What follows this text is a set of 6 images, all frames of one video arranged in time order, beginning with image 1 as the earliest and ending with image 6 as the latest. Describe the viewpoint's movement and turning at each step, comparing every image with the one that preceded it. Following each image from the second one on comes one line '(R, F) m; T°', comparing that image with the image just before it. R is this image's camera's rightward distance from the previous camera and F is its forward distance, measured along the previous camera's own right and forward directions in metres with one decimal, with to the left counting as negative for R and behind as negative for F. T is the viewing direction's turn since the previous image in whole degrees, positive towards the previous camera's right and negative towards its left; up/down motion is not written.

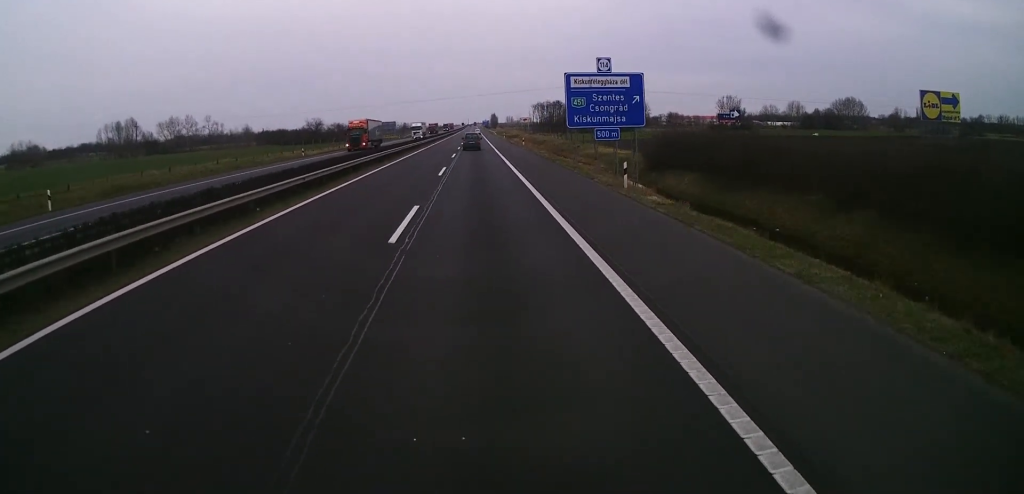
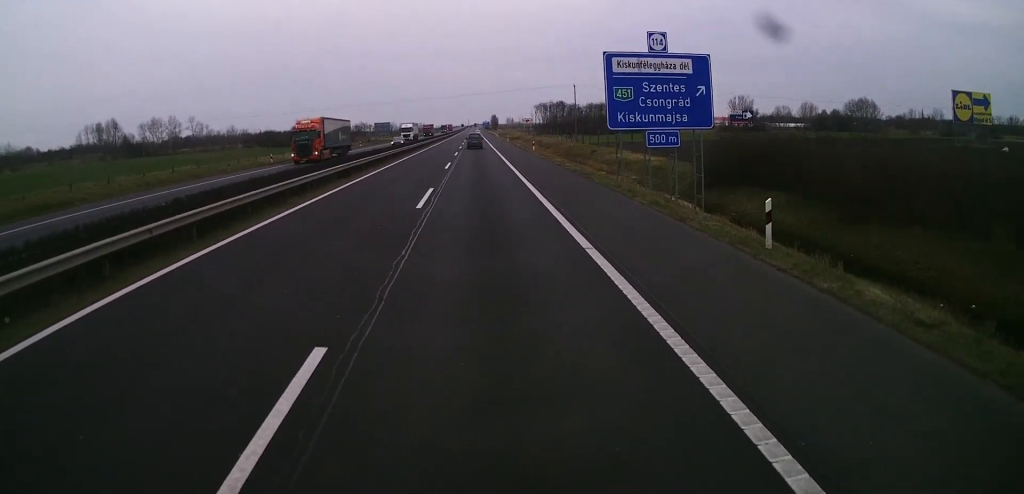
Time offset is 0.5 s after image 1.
(-0.2, +12.9) m; 0°
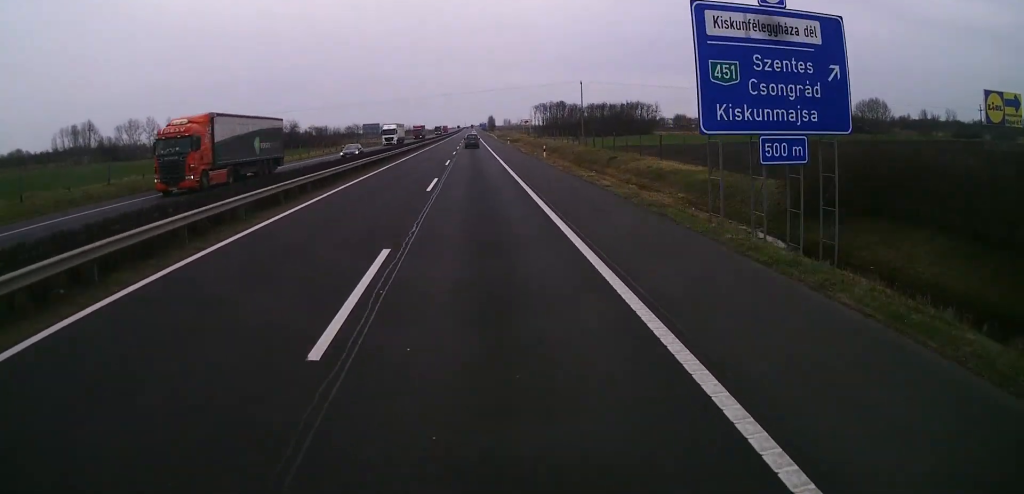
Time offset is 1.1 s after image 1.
(+0.2, +13.8) m; 0°
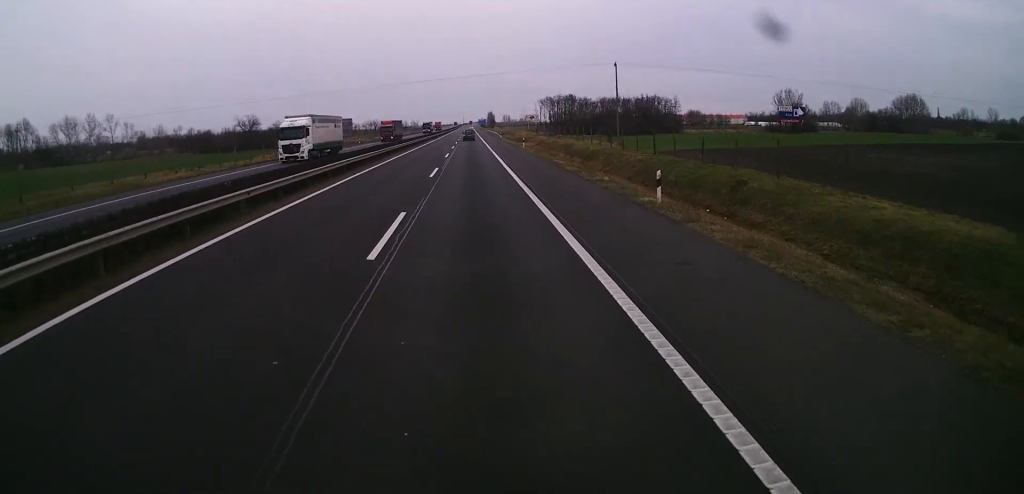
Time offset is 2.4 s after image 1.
(+0.3, +33.3) m; 0°
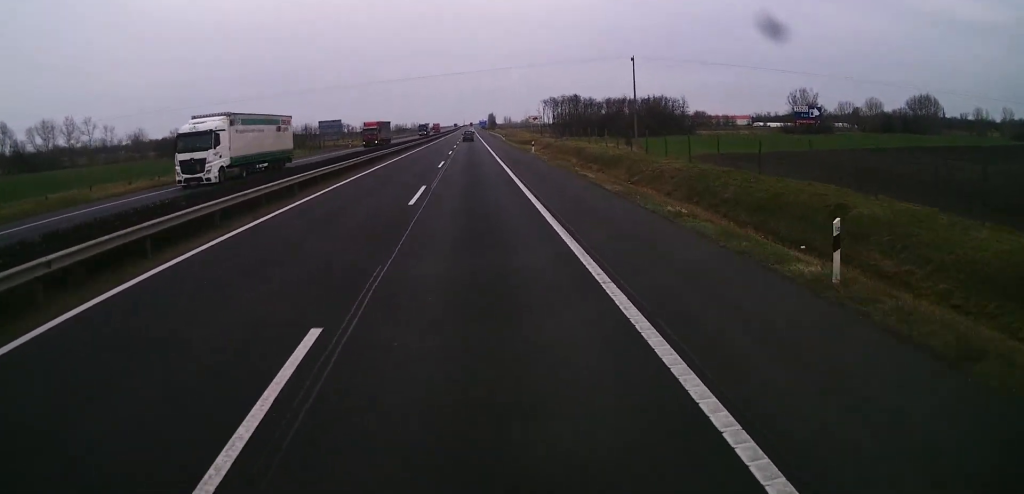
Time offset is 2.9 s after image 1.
(0.0, +10.0) m; 0°
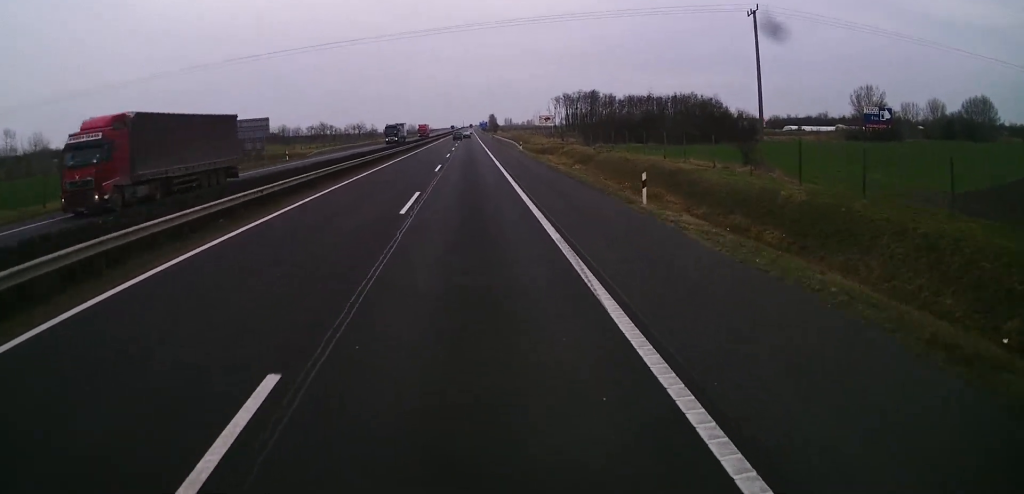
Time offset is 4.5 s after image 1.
(-0.2, +35.0) m; 0°
